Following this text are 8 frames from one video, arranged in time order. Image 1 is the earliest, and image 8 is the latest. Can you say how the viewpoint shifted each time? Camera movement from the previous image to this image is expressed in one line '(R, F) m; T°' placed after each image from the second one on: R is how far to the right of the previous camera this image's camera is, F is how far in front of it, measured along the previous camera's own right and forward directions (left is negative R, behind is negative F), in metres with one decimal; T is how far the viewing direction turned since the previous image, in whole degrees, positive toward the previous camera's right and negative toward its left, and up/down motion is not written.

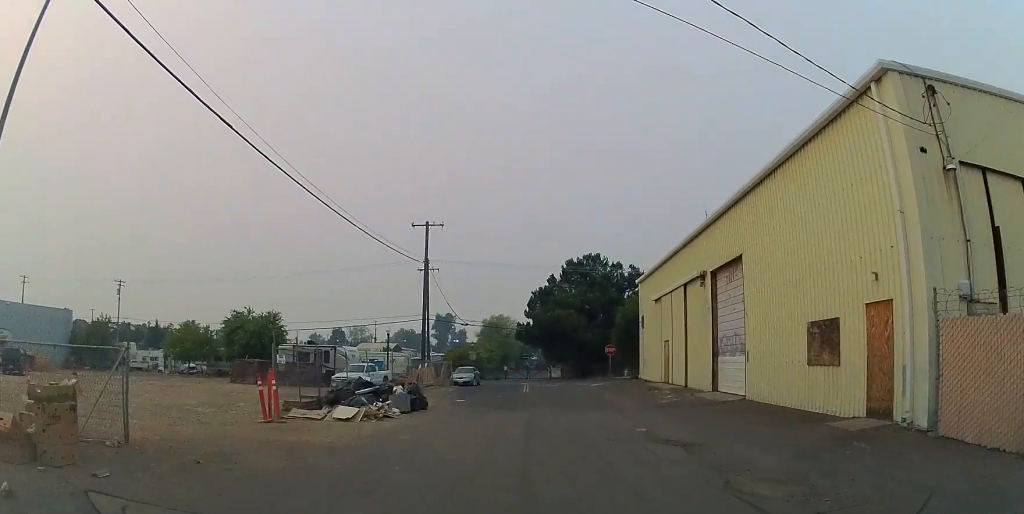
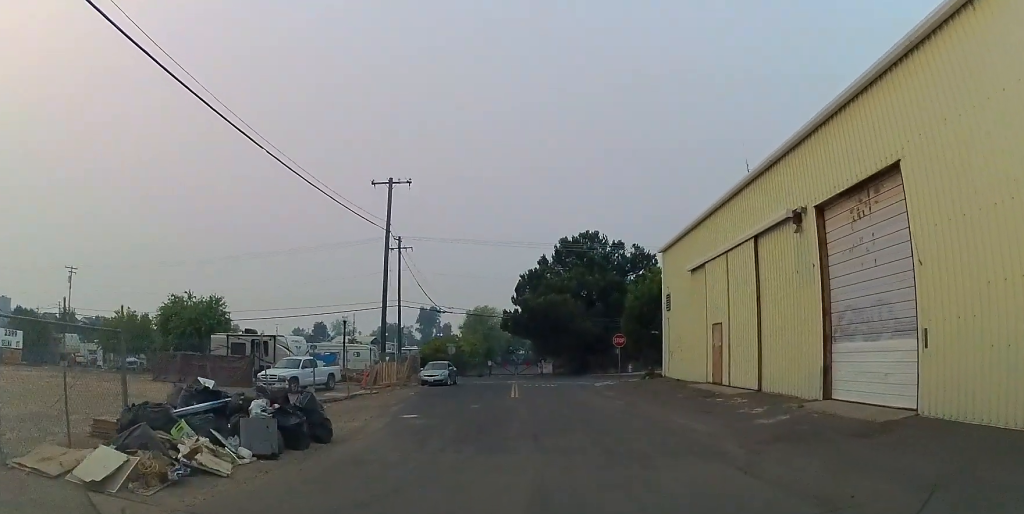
(0.0, +8.7) m; 0°
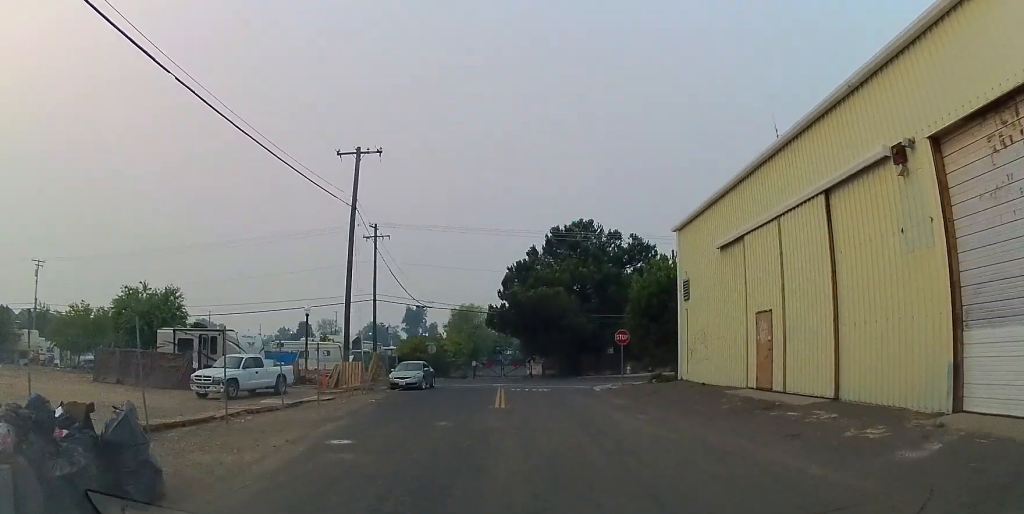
(0.0, +4.8) m; 0°
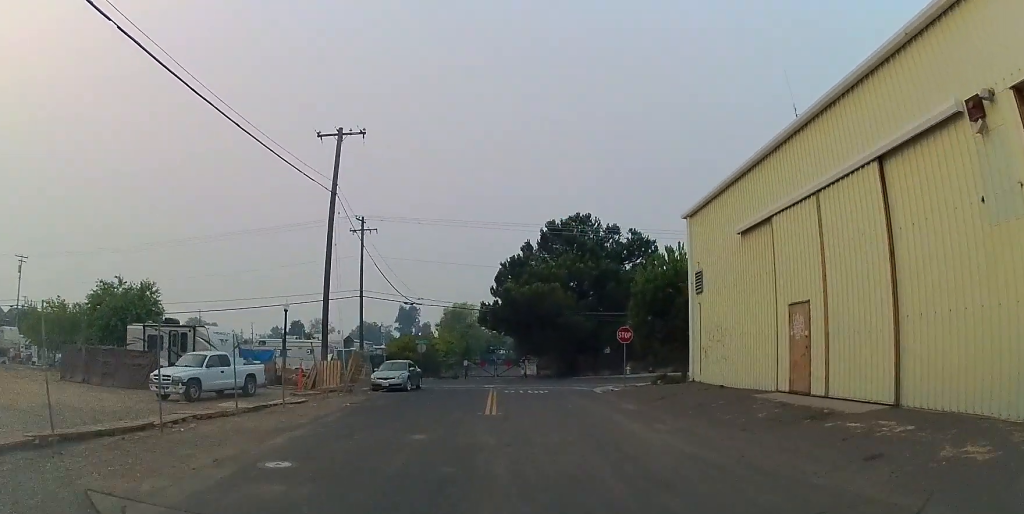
(0.0, +2.5) m; 0°
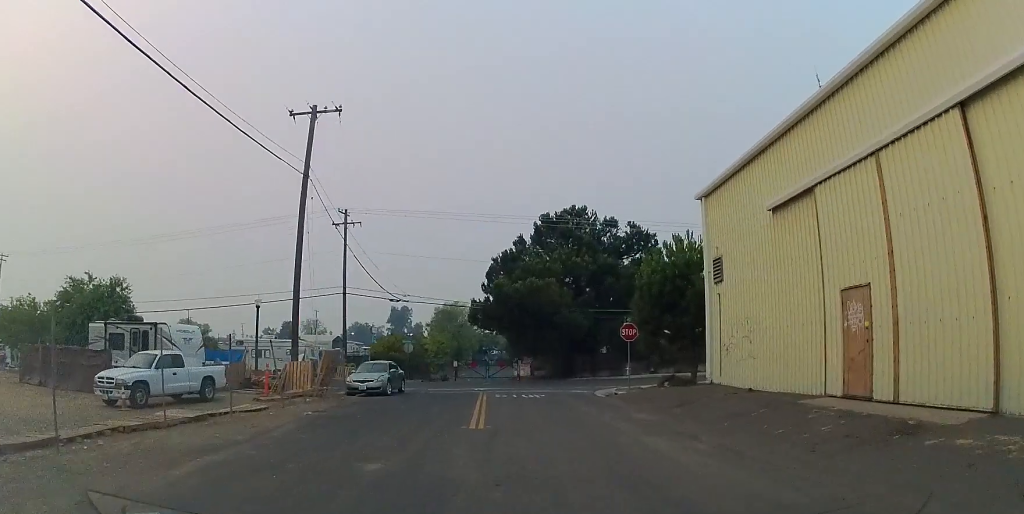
(0.0, +2.8) m; 0°
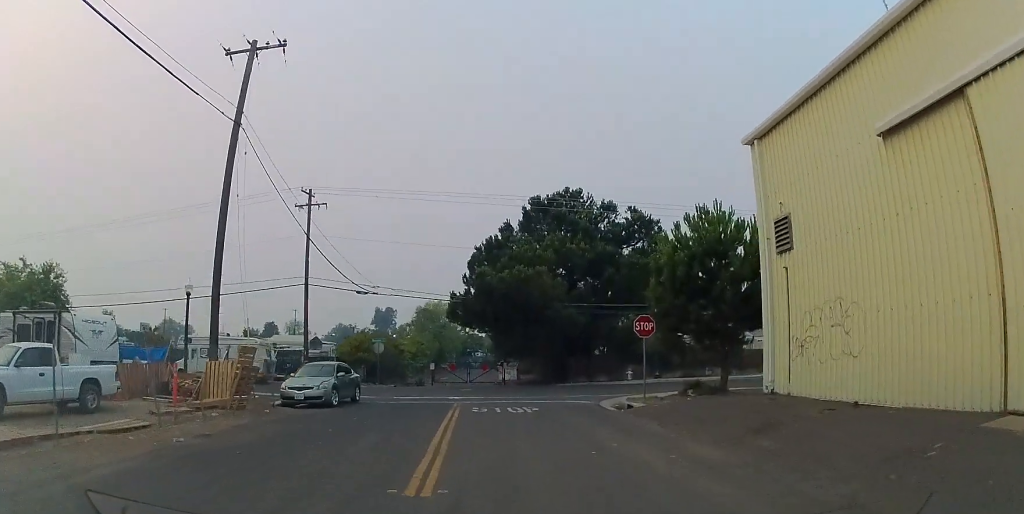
(0.0, +5.6) m; +1°
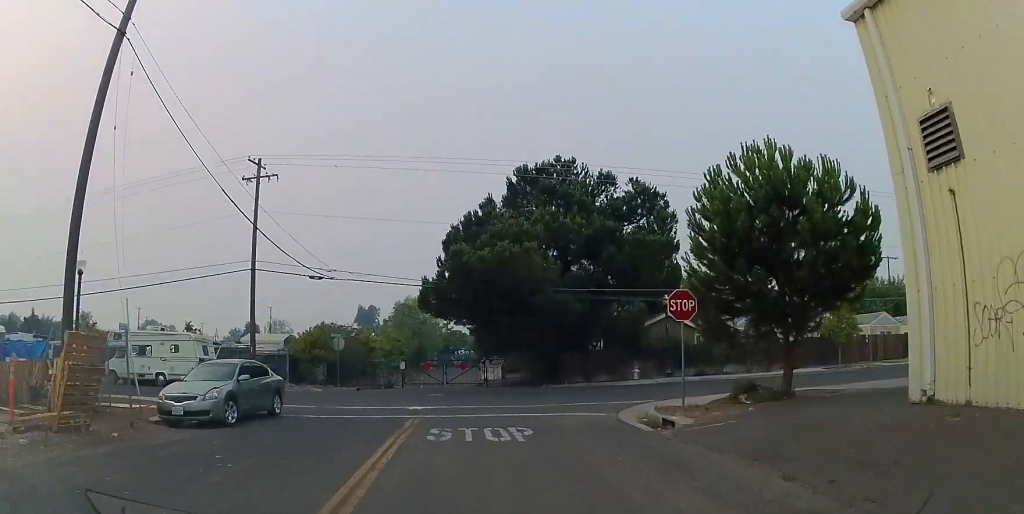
(+0.2, +6.5) m; +5°
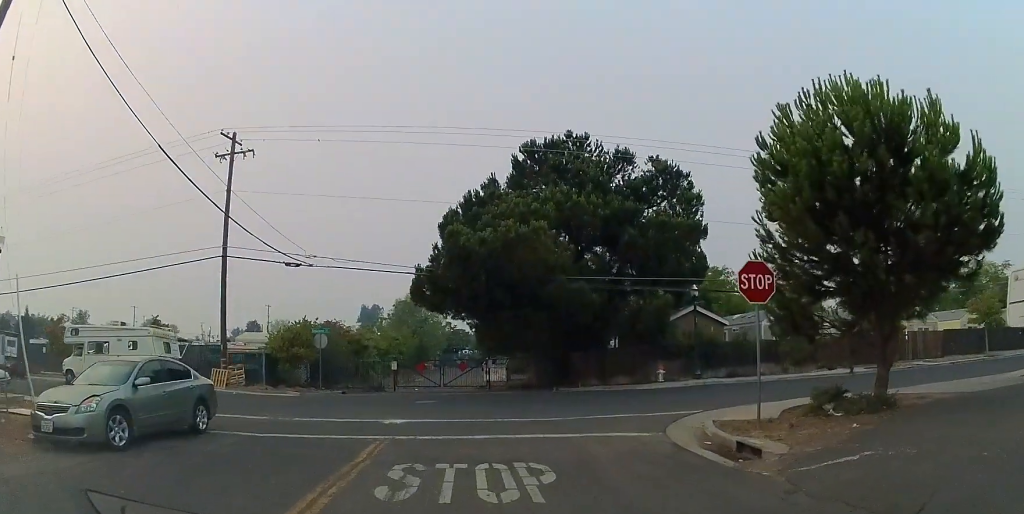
(+0.2, +4.6) m; +2°
